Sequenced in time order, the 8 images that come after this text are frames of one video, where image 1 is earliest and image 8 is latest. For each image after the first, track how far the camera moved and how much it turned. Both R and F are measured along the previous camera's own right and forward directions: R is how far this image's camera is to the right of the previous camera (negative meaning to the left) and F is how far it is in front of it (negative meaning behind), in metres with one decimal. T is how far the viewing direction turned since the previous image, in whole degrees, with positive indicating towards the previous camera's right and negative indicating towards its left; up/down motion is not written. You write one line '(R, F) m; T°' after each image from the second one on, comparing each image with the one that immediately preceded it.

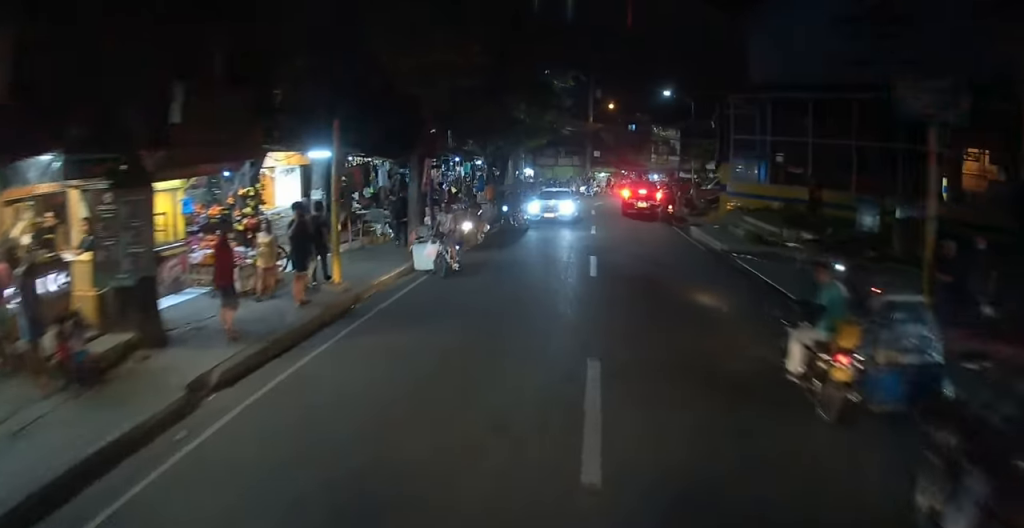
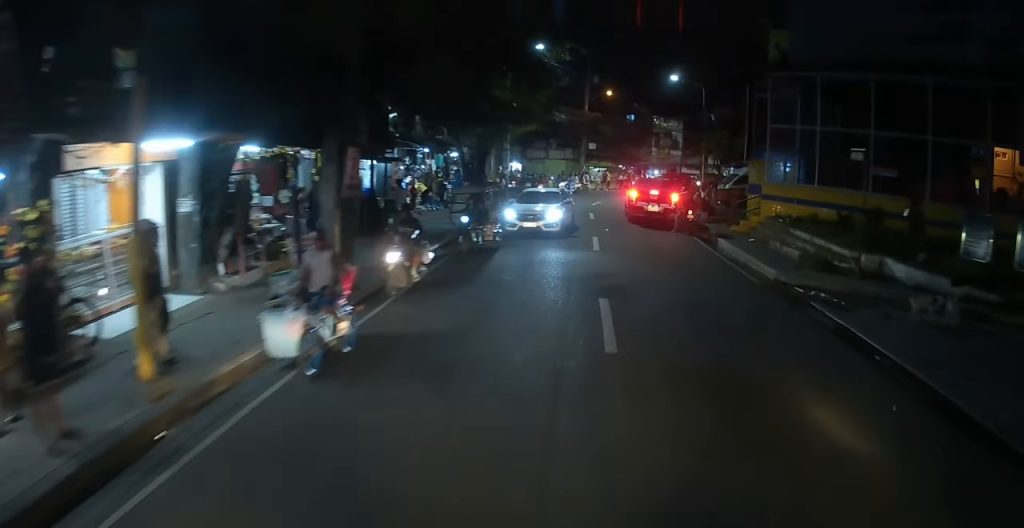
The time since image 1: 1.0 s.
(-0.1, +6.1) m; -1°
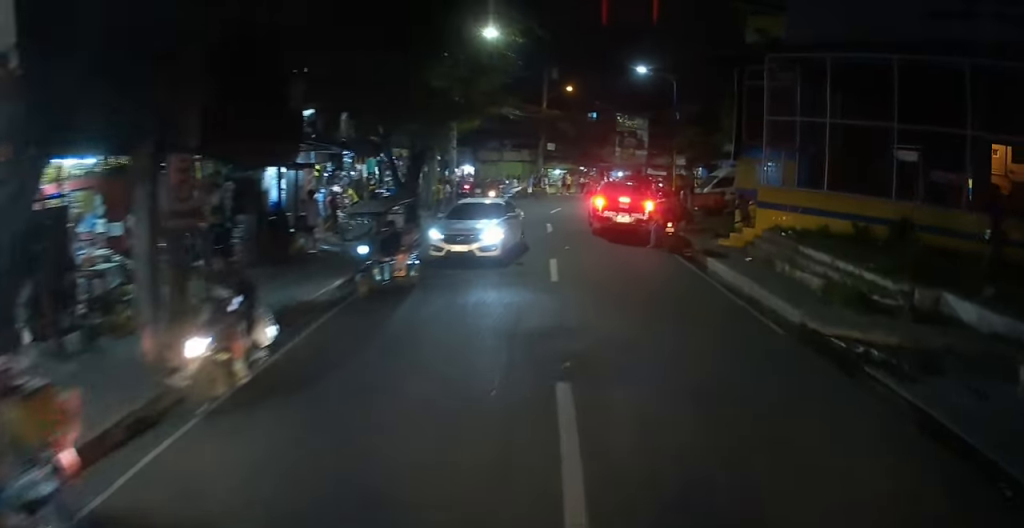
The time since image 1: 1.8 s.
(0.0, +4.5) m; +1°
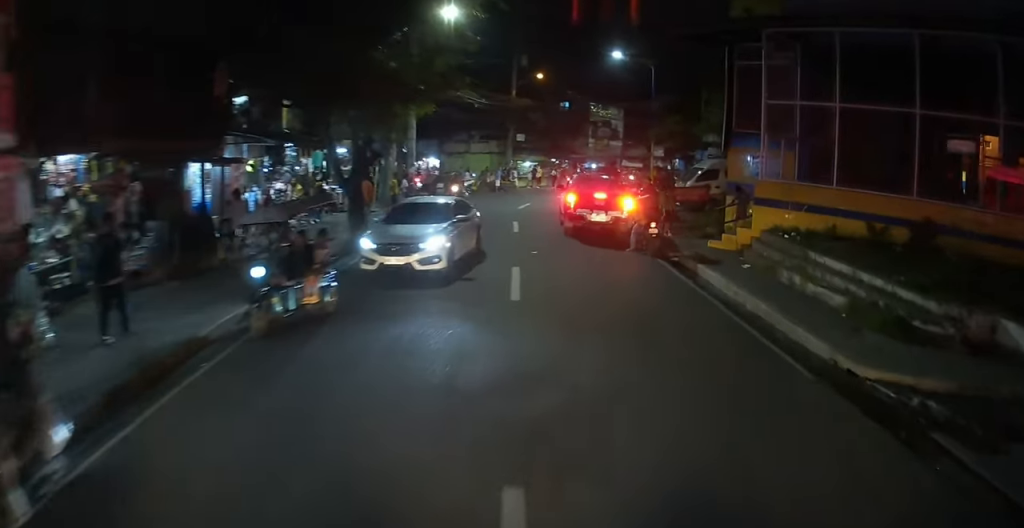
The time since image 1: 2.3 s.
(-0.1, +2.8) m; +2°
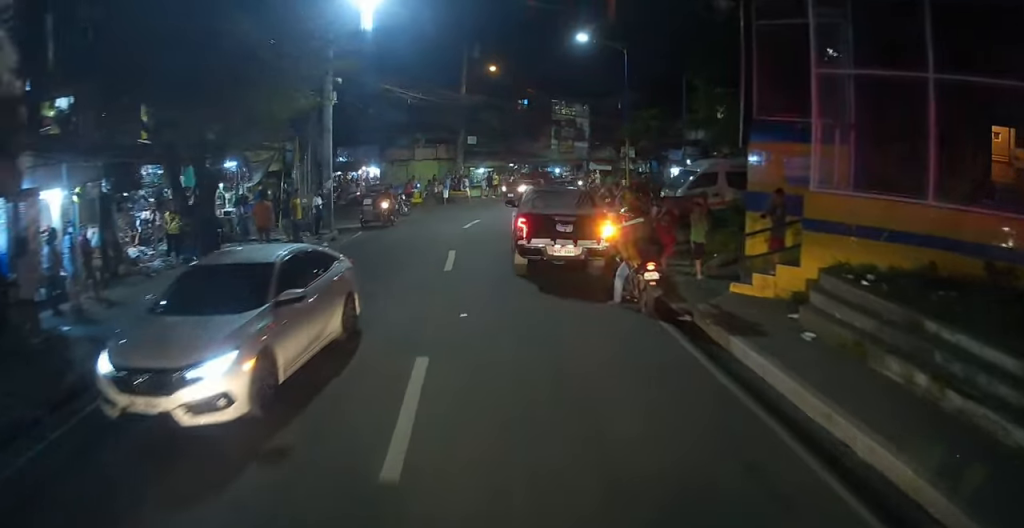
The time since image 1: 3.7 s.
(+0.6, +6.3) m; +9°
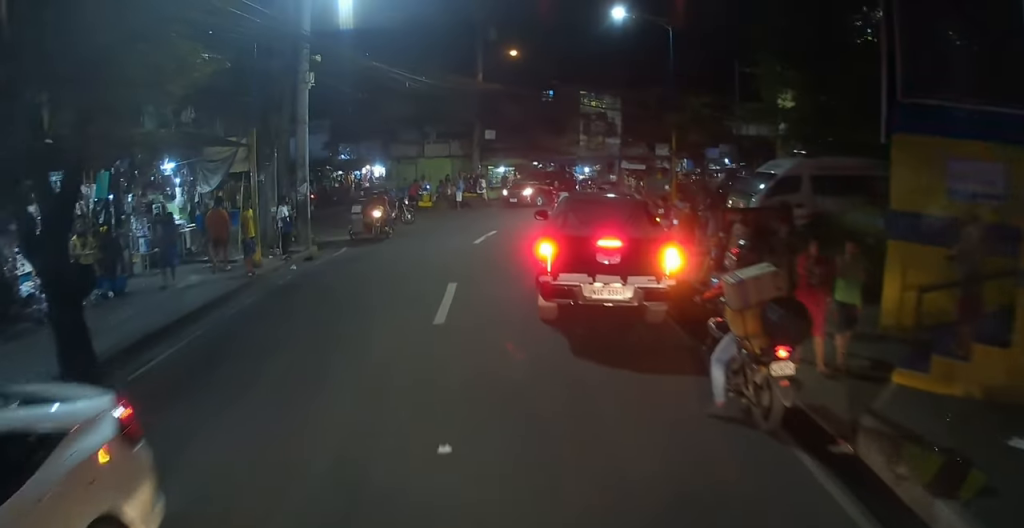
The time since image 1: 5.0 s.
(+0.2, +5.4) m; +2°
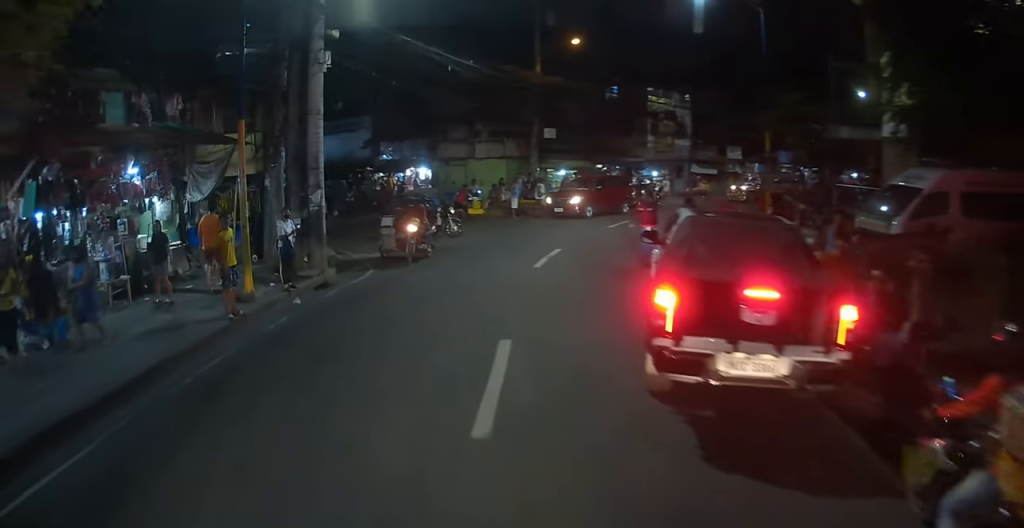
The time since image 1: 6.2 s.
(0.0, +4.4) m; 0°
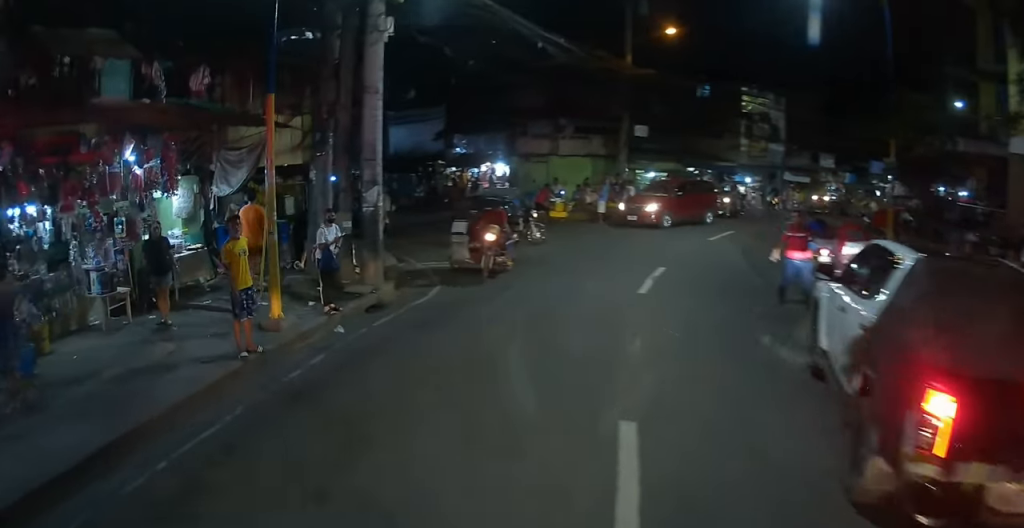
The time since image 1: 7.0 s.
(0.0, +2.9) m; -11°
